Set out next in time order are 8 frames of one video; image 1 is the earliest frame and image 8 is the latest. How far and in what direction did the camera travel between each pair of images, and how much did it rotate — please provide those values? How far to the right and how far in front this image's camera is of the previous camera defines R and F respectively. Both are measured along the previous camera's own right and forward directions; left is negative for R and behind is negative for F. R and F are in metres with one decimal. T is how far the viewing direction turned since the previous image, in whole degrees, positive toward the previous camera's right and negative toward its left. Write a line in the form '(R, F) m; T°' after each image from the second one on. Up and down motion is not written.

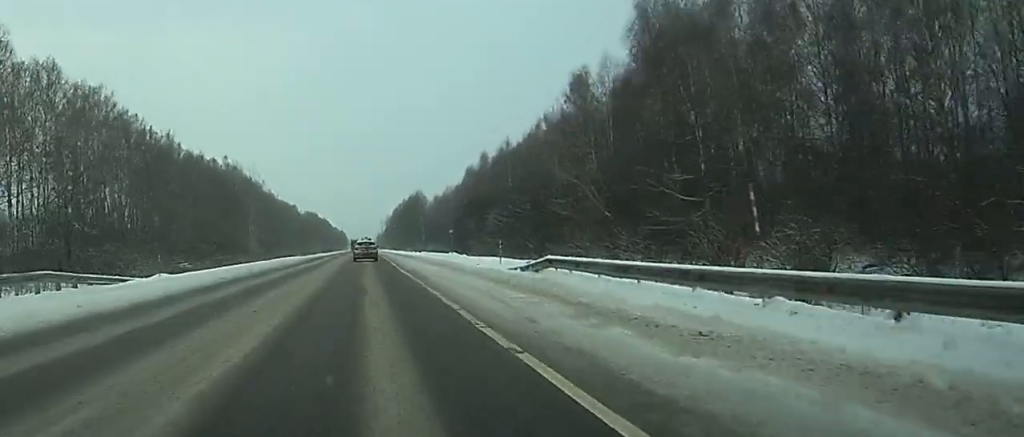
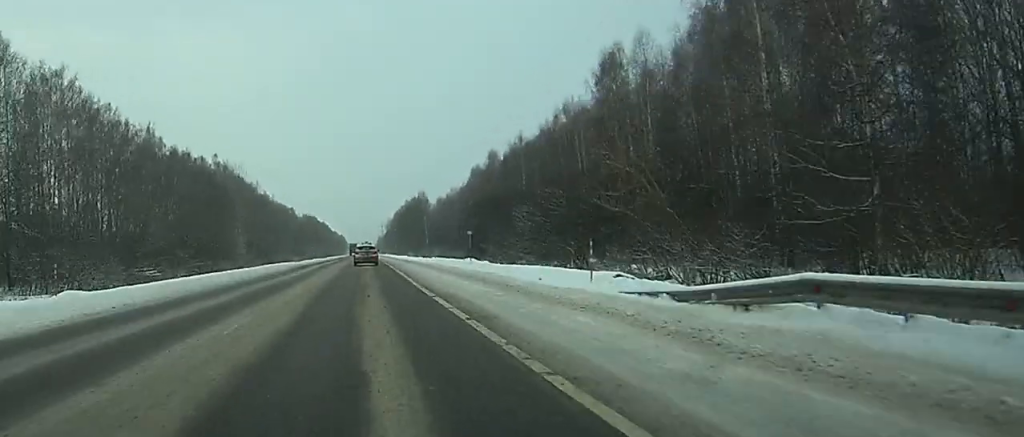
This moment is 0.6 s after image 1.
(0.0, +15.0) m; 0°
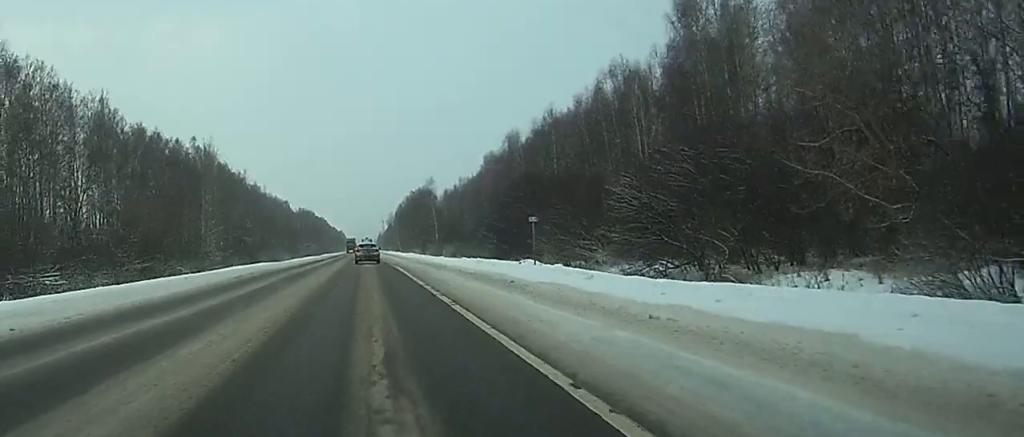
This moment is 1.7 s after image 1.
(0.0, +26.7) m; 0°
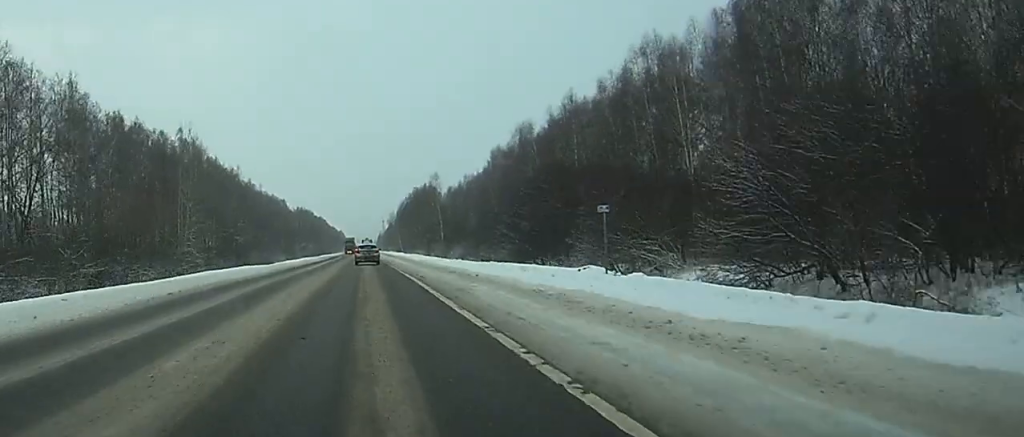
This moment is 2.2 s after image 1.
(0.0, +13.3) m; 0°
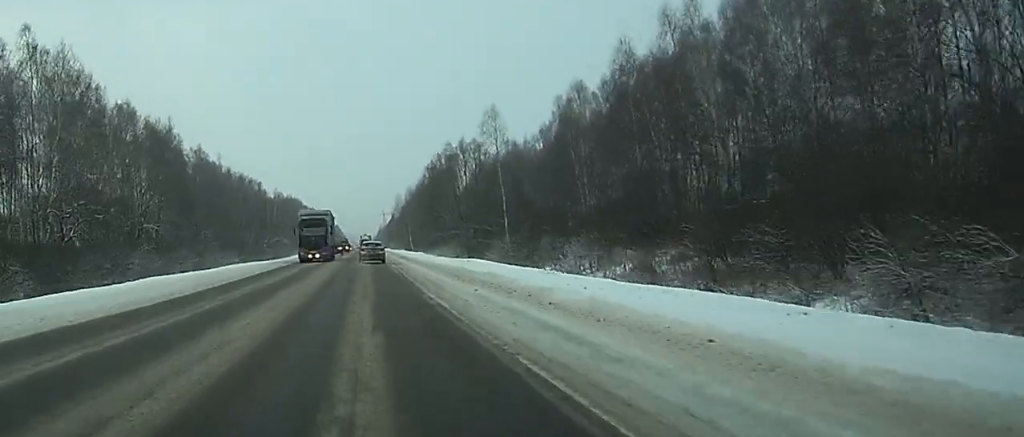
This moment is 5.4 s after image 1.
(+0.2, +78.6) m; 0°
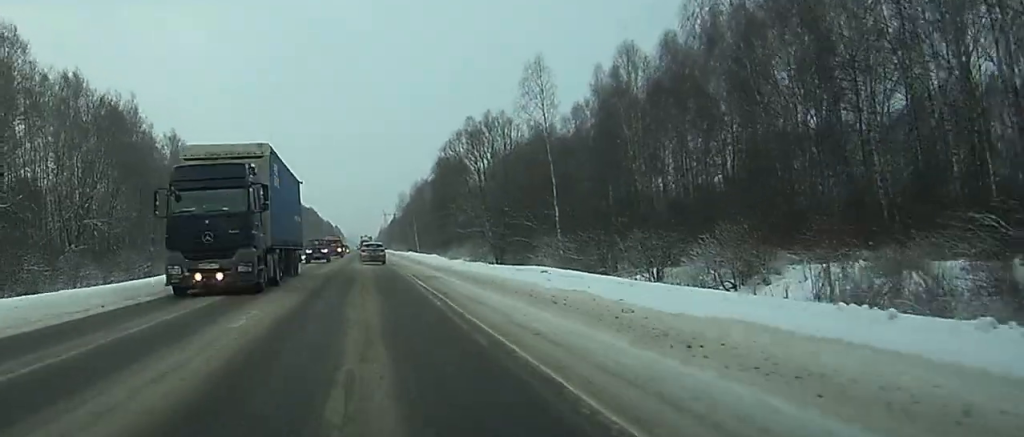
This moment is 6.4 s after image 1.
(0.0, +24.6) m; 0°
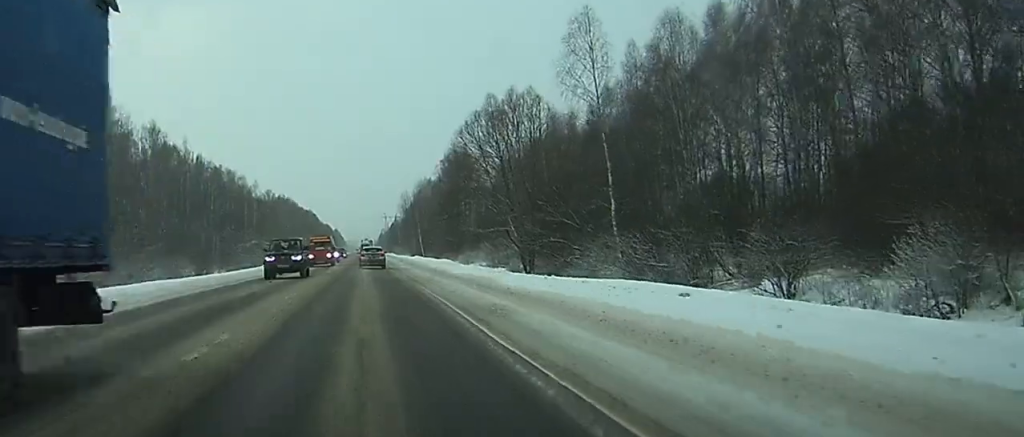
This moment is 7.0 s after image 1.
(0.0, +15.6) m; 0°
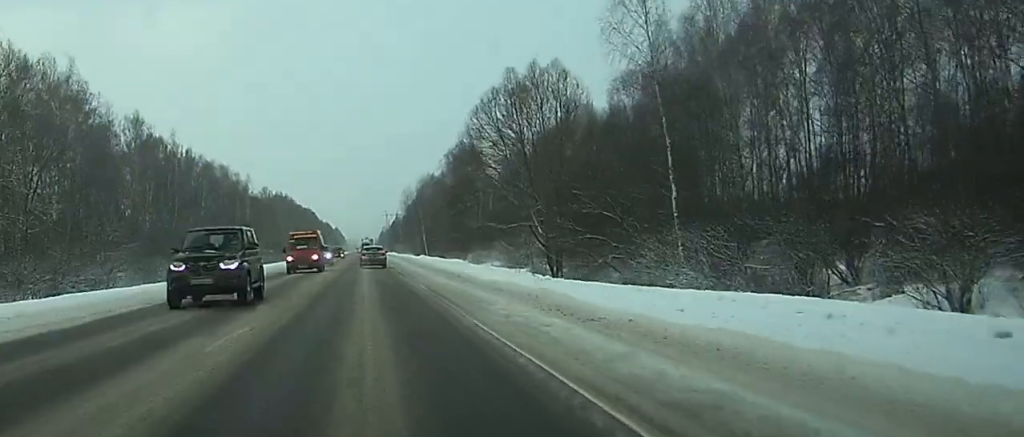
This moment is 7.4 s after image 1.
(0.0, +10.7) m; 0°
